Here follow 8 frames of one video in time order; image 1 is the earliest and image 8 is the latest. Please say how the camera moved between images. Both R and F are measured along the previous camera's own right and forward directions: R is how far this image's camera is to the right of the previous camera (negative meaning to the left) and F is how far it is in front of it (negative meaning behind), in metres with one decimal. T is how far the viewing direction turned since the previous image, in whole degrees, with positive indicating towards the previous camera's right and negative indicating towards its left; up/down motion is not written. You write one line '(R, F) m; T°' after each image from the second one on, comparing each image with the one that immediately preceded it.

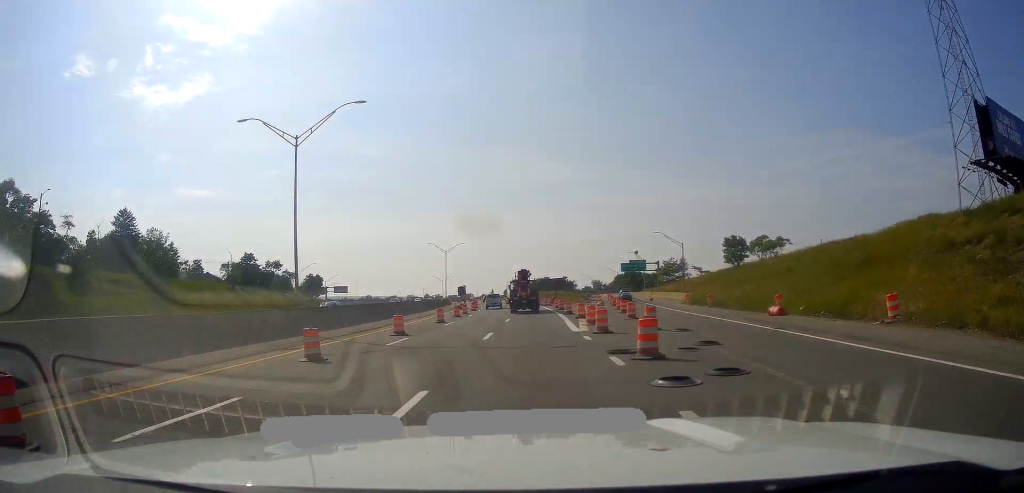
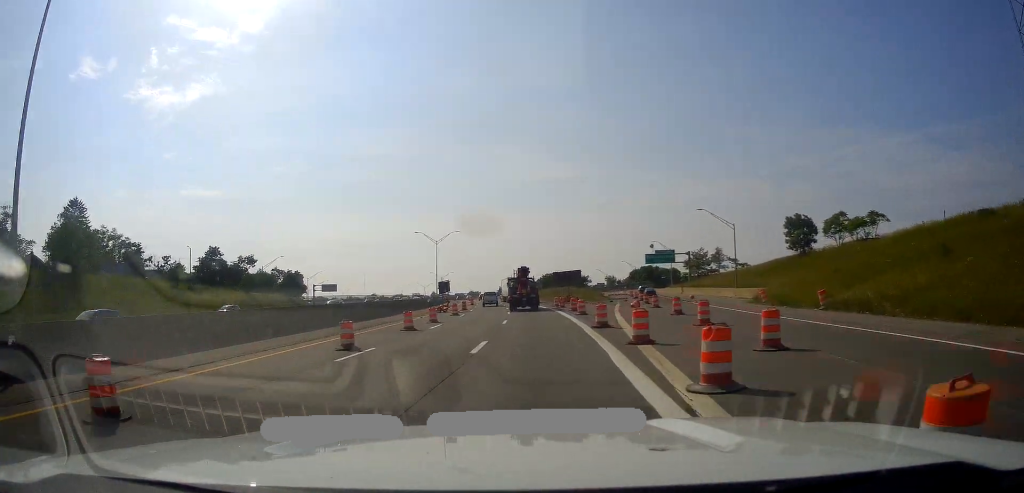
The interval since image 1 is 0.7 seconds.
(+0.1, +20.5) m; -1°
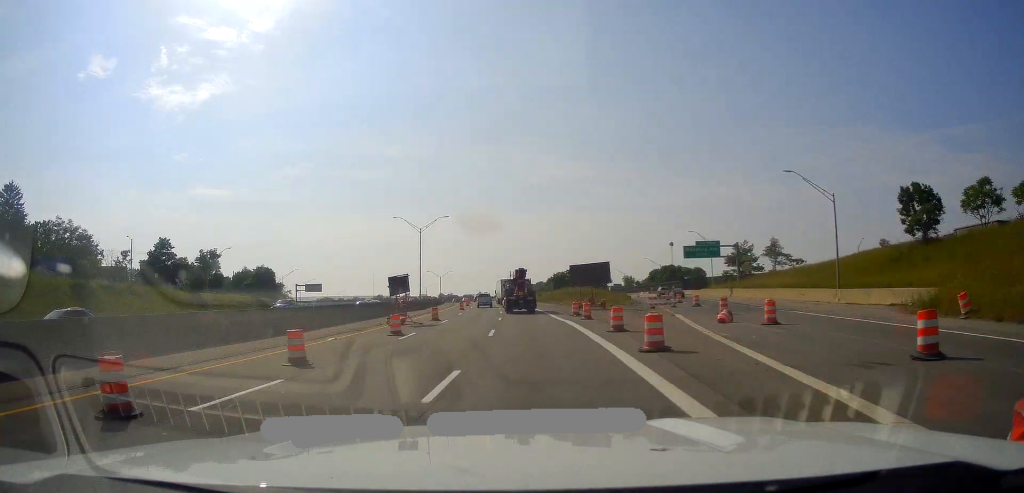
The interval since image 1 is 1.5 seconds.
(-0.5, +22.4) m; -2°
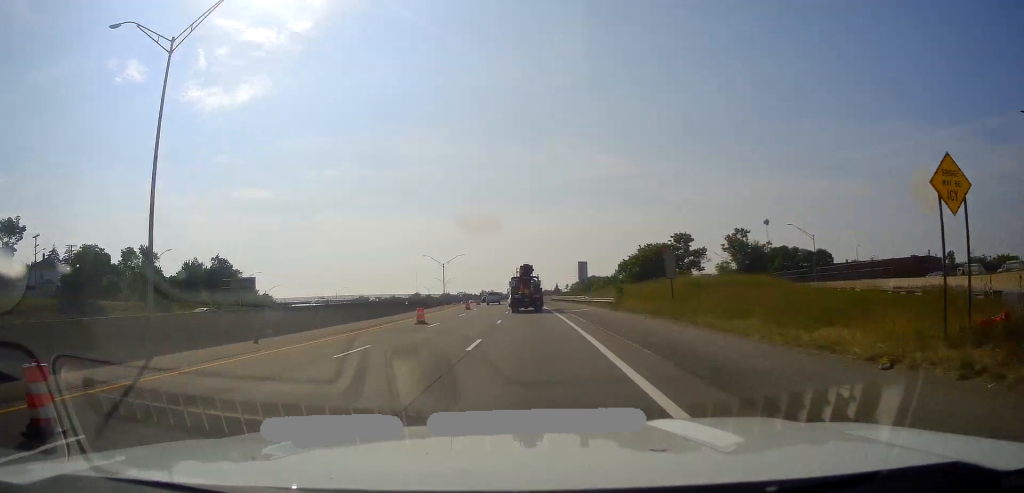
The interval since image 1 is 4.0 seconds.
(-2.5, +67.5) m; -4°
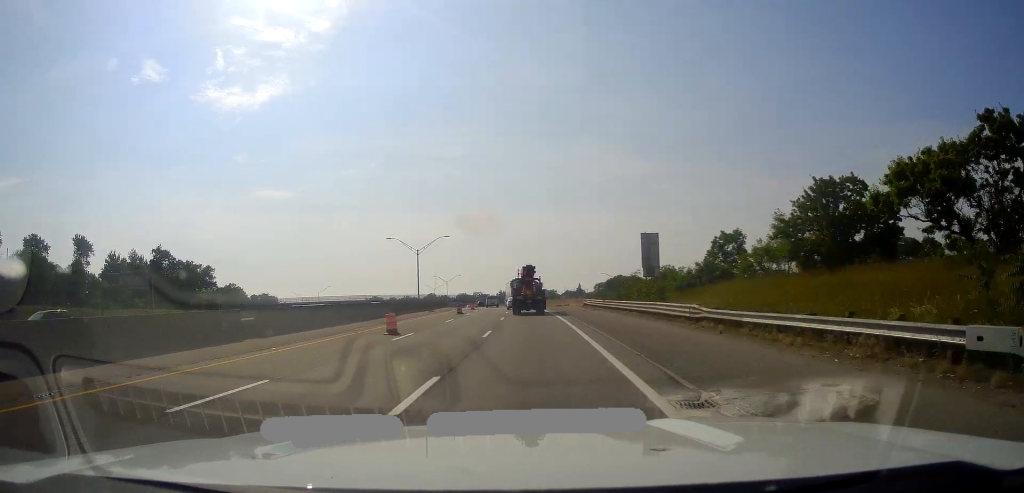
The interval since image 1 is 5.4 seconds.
(-1.0, +39.5) m; -2°
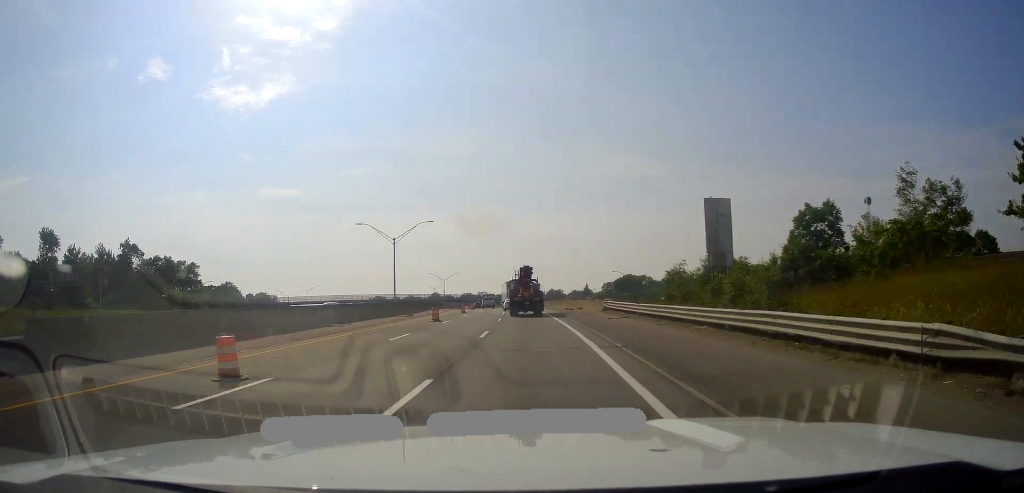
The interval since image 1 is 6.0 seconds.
(0.0, +15.2) m; -1°
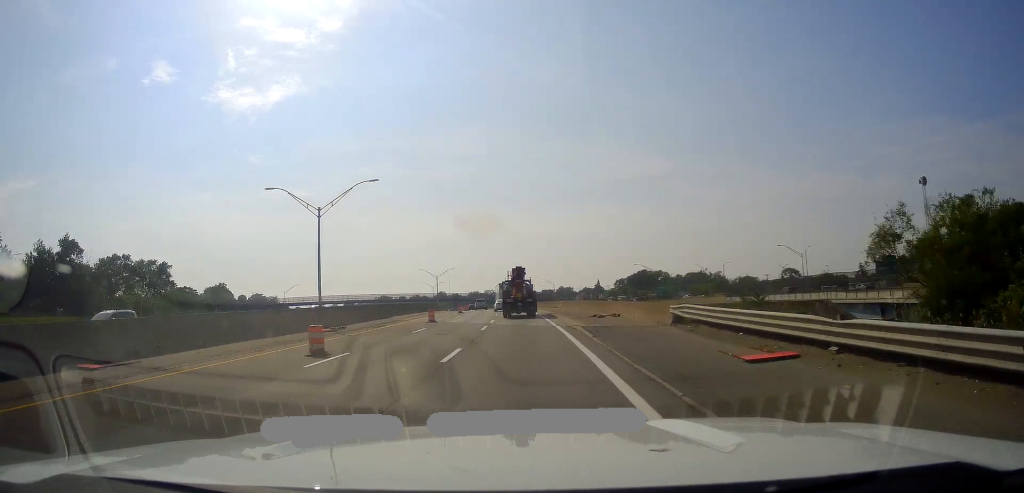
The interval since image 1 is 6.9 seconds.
(-0.2, +23.0) m; -2°
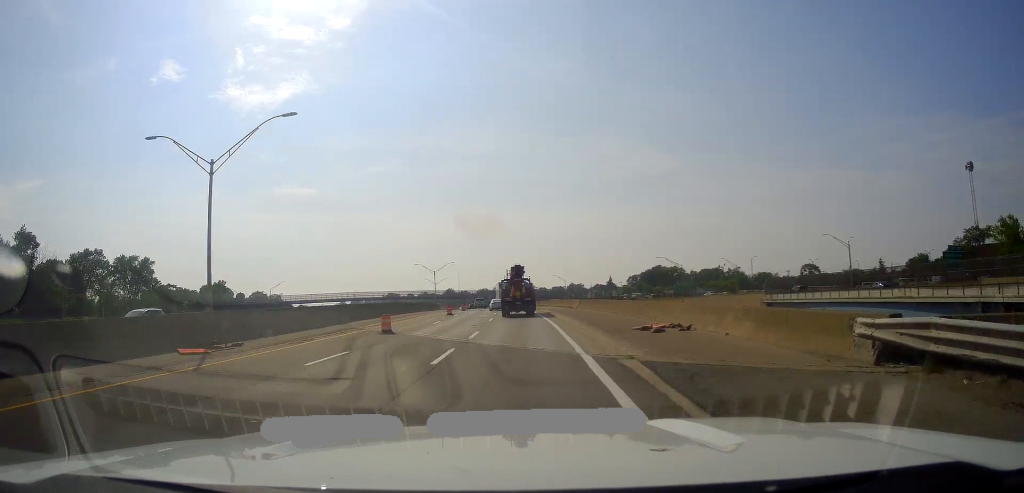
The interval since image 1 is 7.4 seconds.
(-0.3, +15.0) m; -1°
